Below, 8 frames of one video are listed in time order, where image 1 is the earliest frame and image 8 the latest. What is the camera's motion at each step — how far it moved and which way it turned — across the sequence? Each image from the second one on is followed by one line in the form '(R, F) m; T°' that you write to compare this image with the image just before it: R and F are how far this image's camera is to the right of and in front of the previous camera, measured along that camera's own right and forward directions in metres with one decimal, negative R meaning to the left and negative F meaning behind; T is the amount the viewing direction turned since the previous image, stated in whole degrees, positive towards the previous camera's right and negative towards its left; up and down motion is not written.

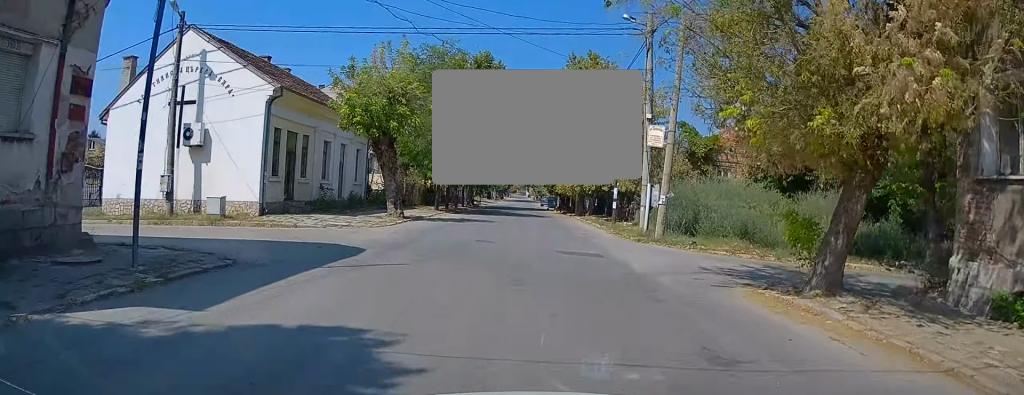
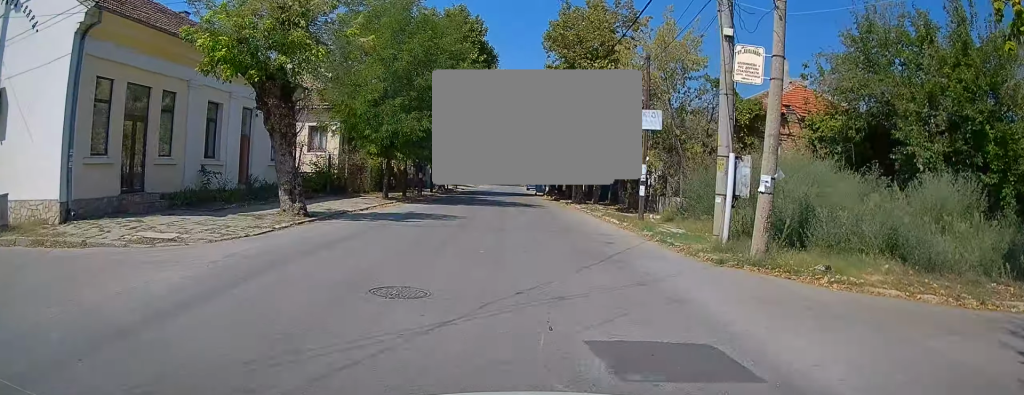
(+0.1, +10.8) m; +1°
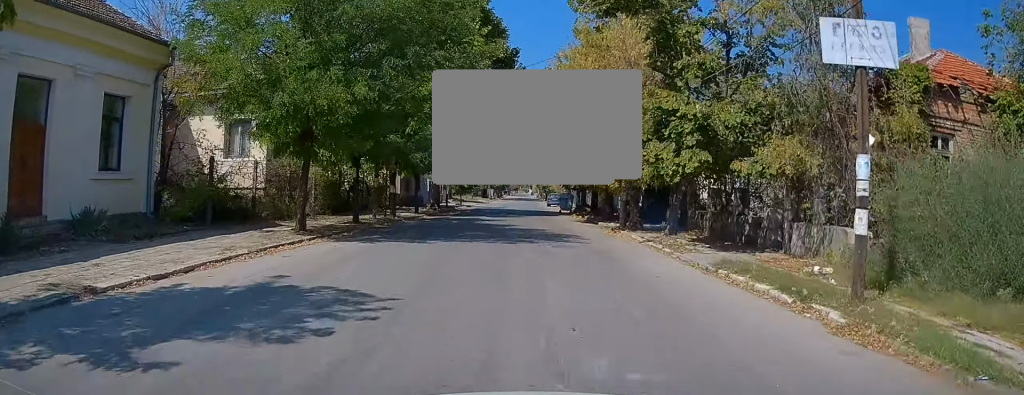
(+0.2, +12.9) m; -1°
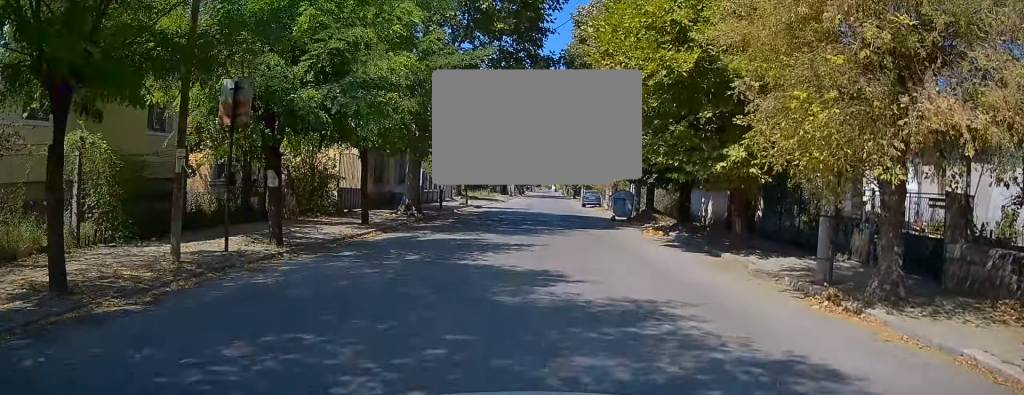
(-0.5, +15.4) m; -2°
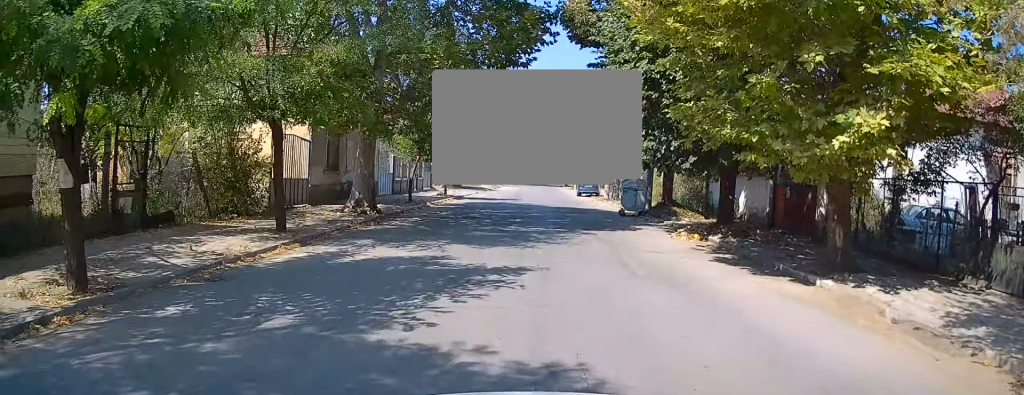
(-0.1, +5.5) m; +1°
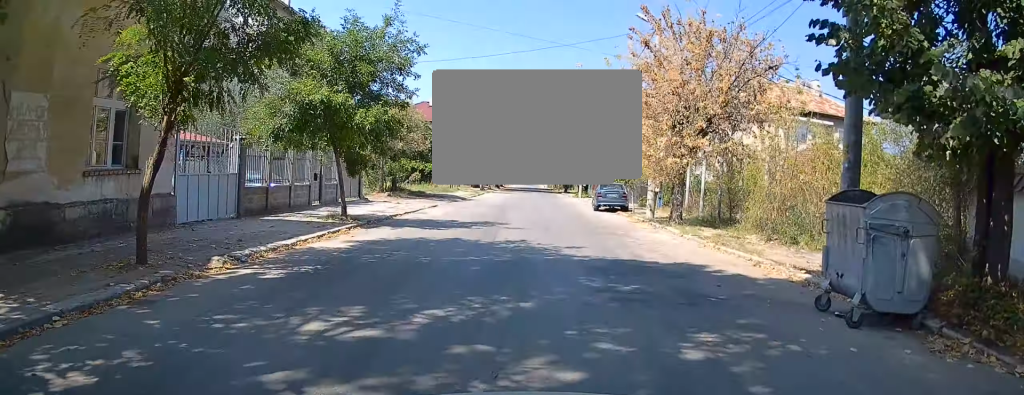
(+0.4, +17.0) m; +1°
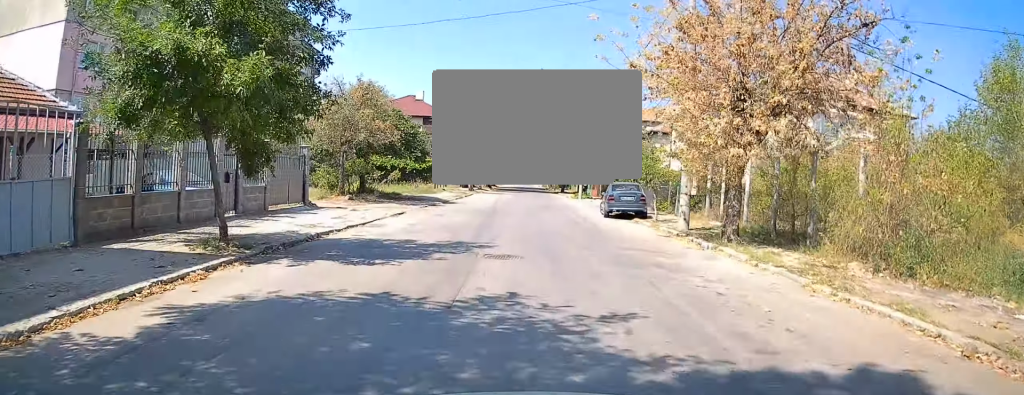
(-0.3, +6.2) m; 0°
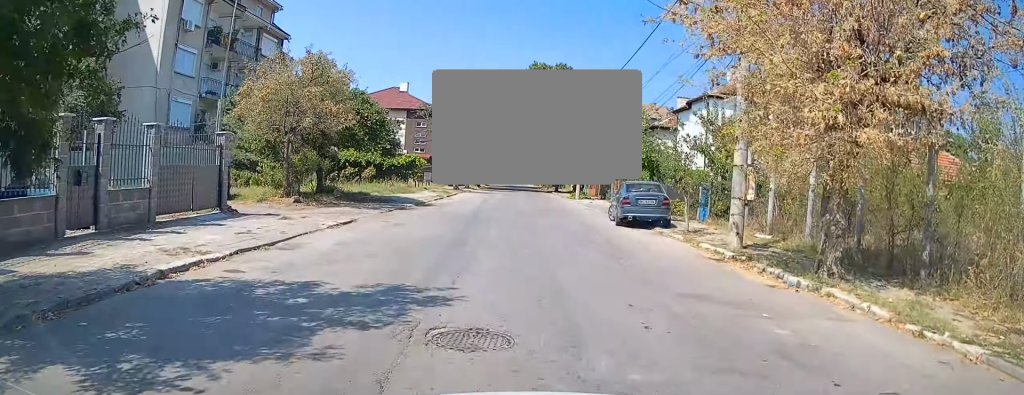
(+0.1, +5.5) m; +1°
